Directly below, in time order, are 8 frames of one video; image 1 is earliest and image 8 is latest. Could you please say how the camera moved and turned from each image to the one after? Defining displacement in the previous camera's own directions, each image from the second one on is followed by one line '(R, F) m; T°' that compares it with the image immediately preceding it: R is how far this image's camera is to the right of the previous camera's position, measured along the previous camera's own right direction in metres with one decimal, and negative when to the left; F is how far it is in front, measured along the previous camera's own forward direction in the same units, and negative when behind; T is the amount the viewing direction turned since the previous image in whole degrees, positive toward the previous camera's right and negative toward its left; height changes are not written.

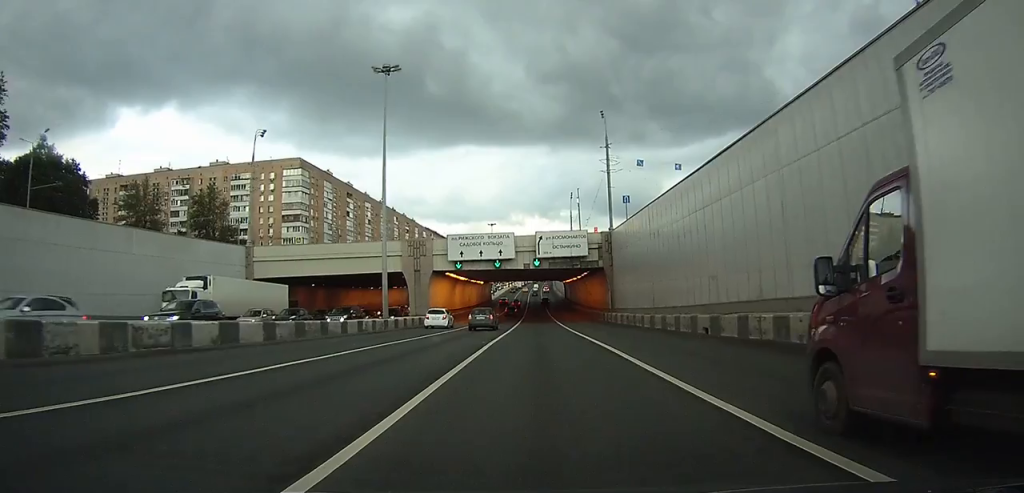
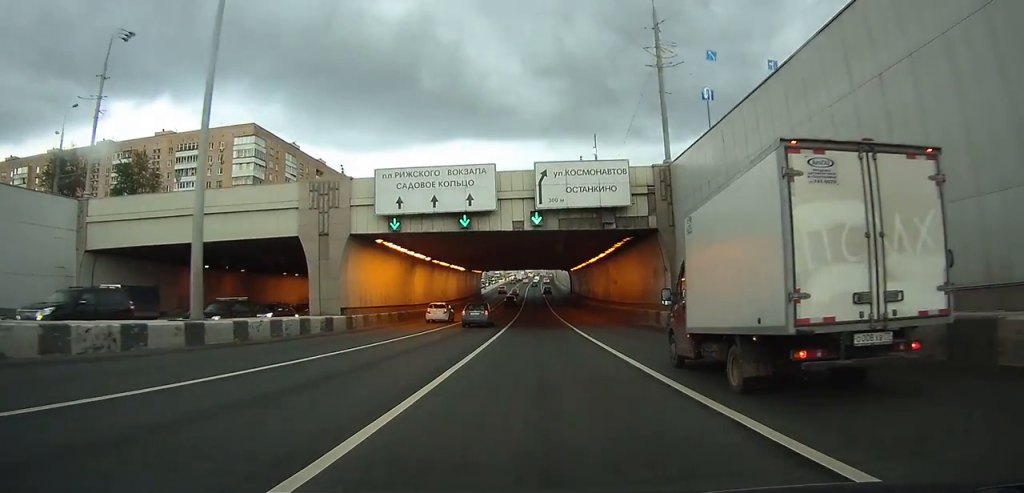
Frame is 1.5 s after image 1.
(+0.1, +26.1) m; 0°
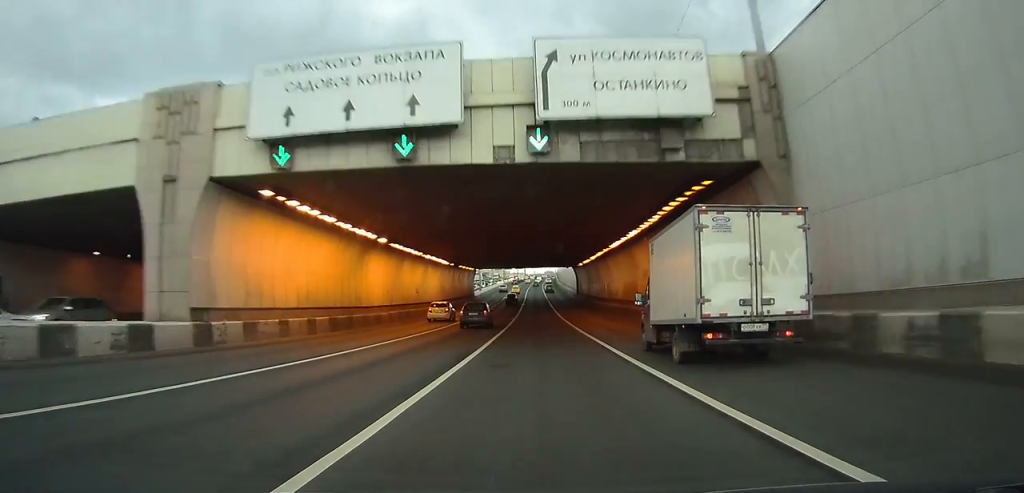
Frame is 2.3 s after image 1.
(0.0, +15.0) m; 0°
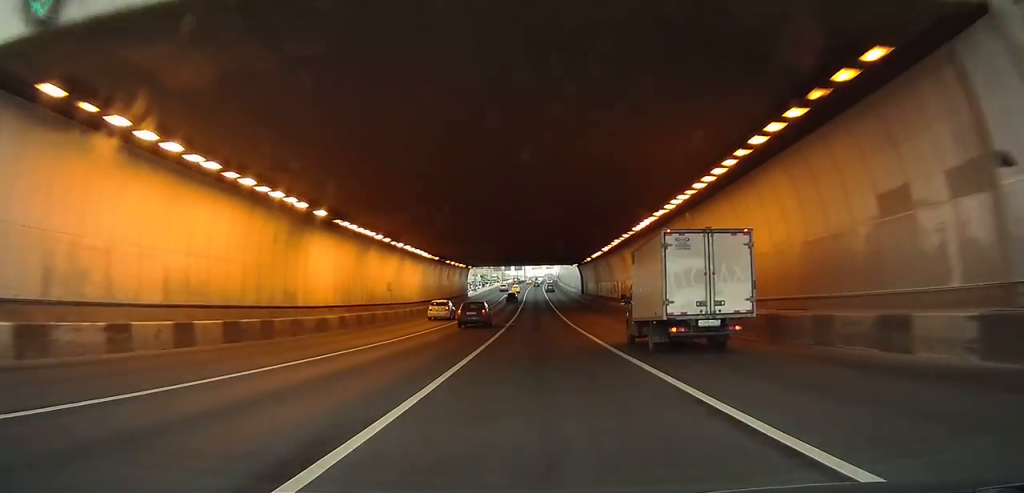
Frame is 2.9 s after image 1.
(0.0, +10.3) m; 0°
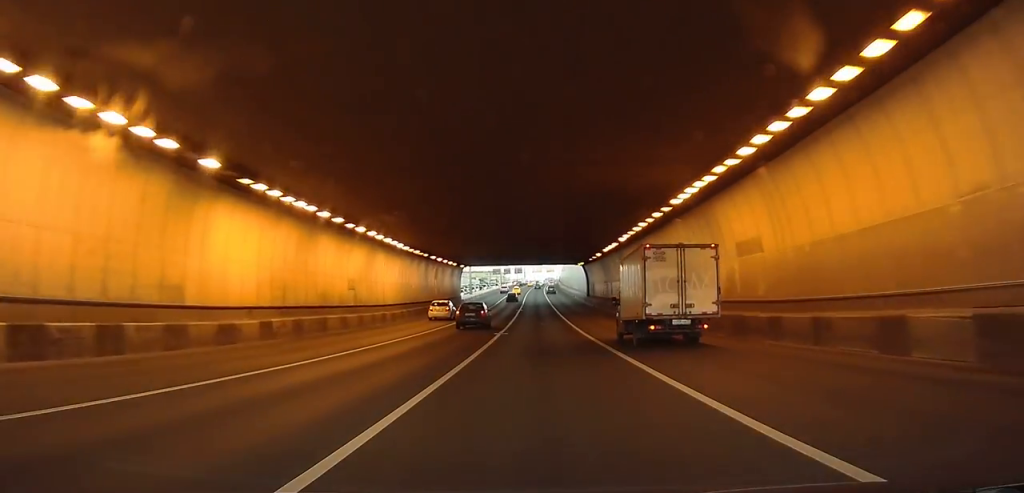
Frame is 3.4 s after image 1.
(0.0, +9.1) m; 0°
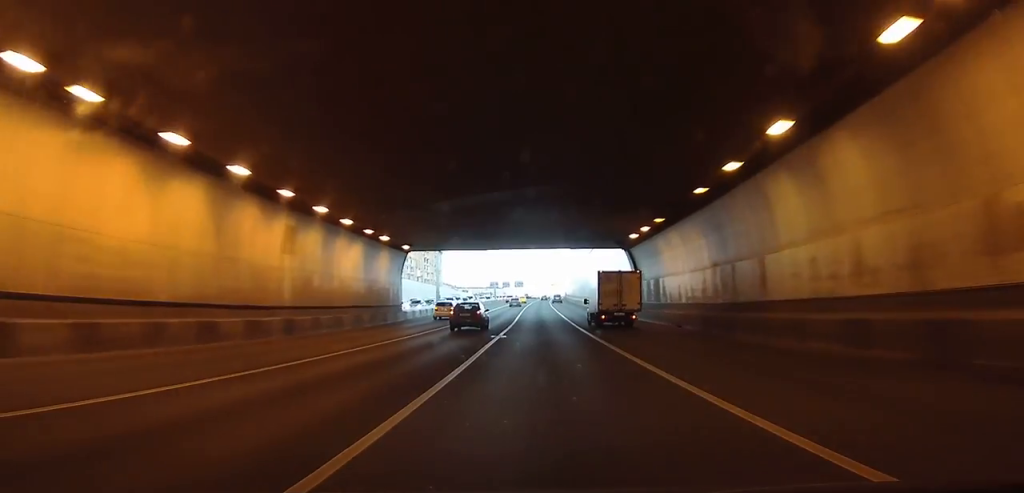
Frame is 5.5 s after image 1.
(-0.7, +39.2) m; -2°
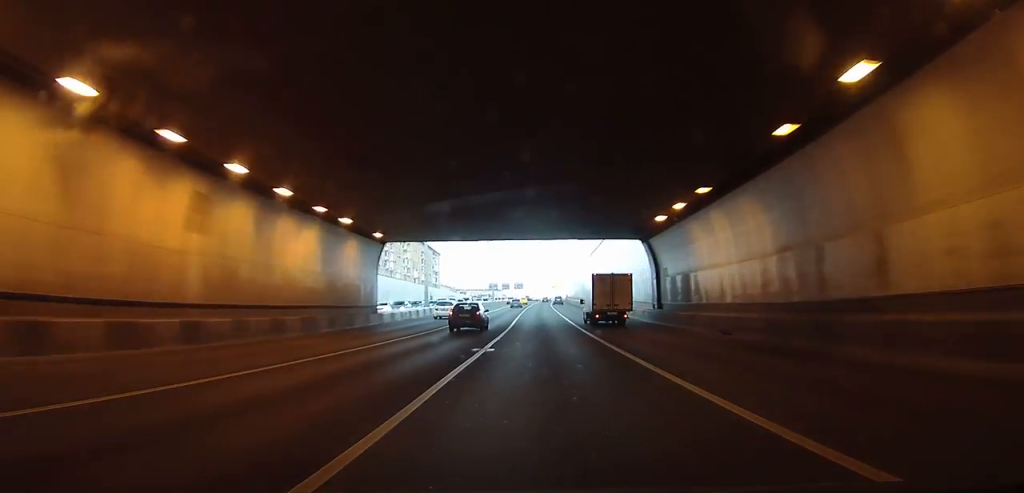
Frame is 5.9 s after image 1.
(-0.1, +7.3) m; 0°
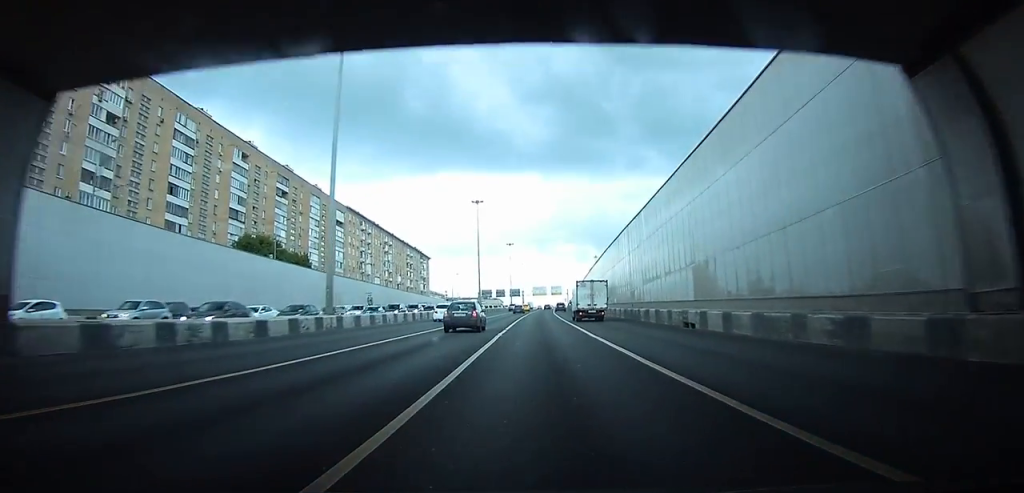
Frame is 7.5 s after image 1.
(+1.3, +28.4) m; +7°
